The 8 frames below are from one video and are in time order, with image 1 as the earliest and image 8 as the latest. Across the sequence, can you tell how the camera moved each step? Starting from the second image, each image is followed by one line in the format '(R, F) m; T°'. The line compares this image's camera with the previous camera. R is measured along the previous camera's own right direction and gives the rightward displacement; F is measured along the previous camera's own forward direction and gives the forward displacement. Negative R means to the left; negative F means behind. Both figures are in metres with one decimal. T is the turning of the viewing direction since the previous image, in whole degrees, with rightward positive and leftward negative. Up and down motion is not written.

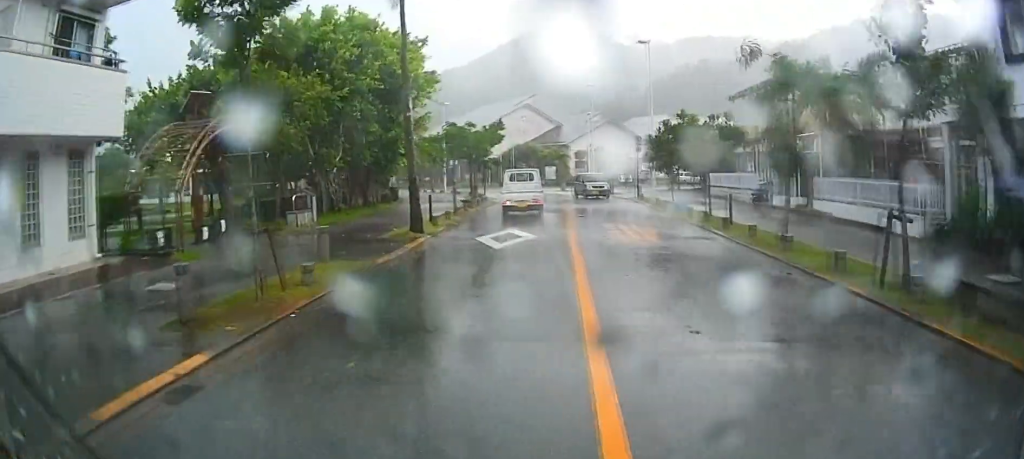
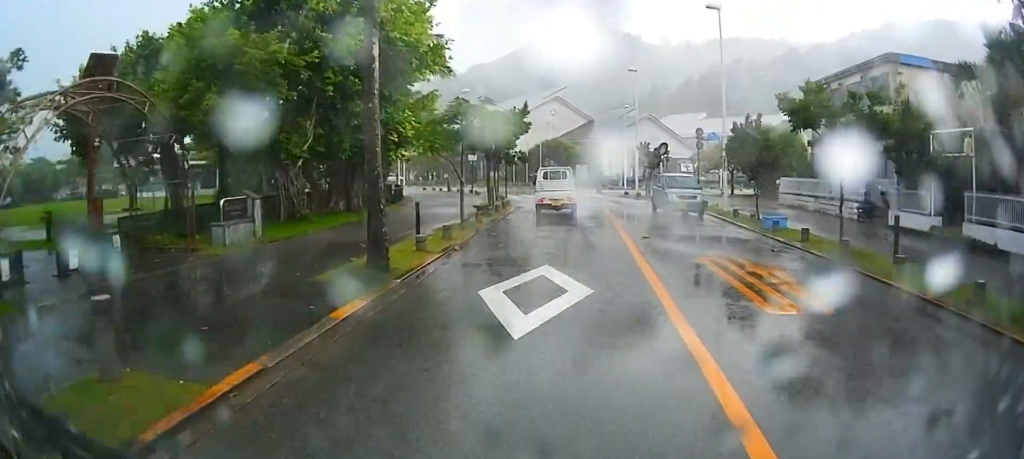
(+0.2, +7.0) m; -1°
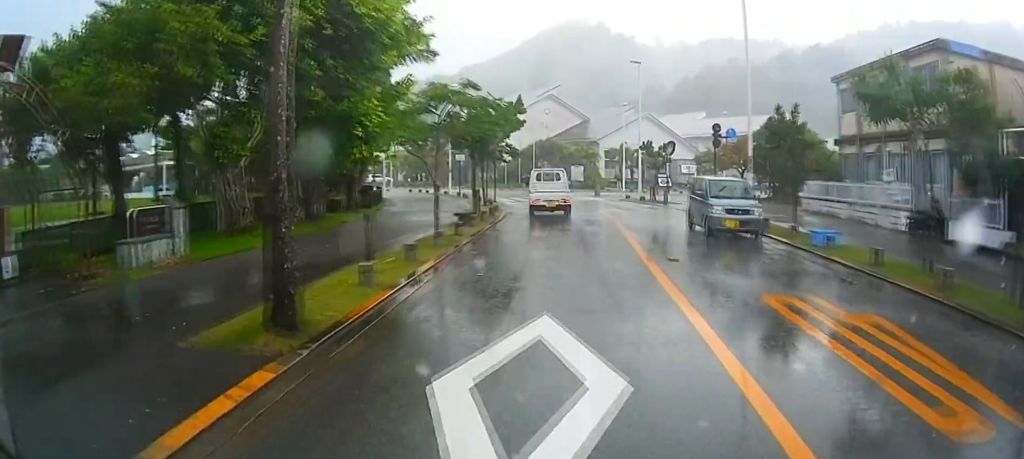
(-0.2, +3.6) m; -2°
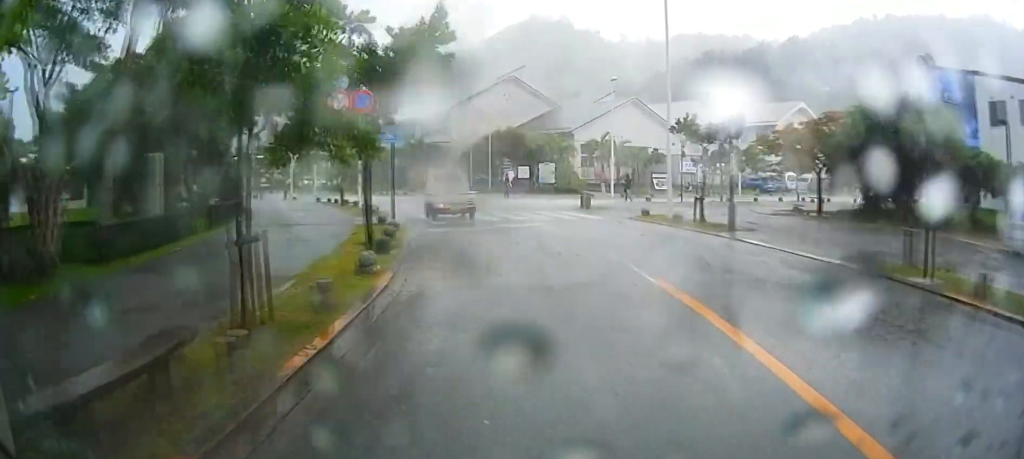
(+0.5, +16.2) m; +3°
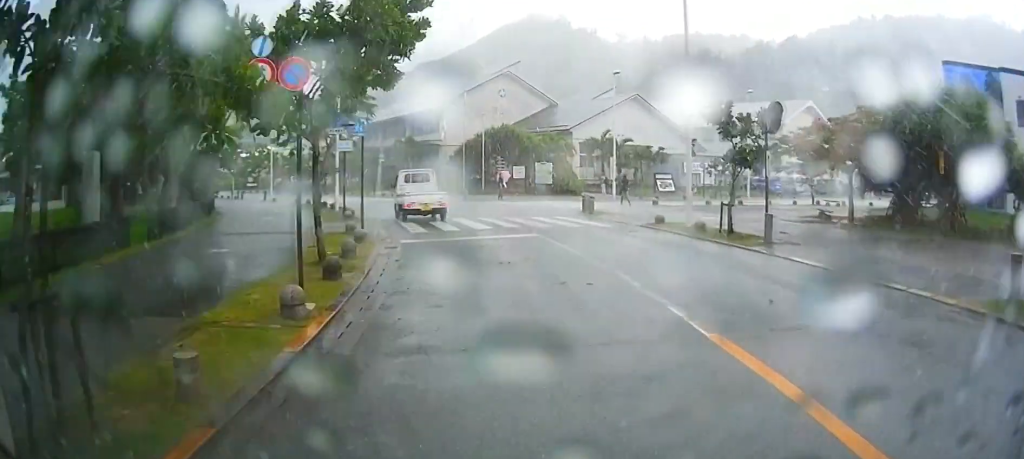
(+0.2, +3.1) m; 0°
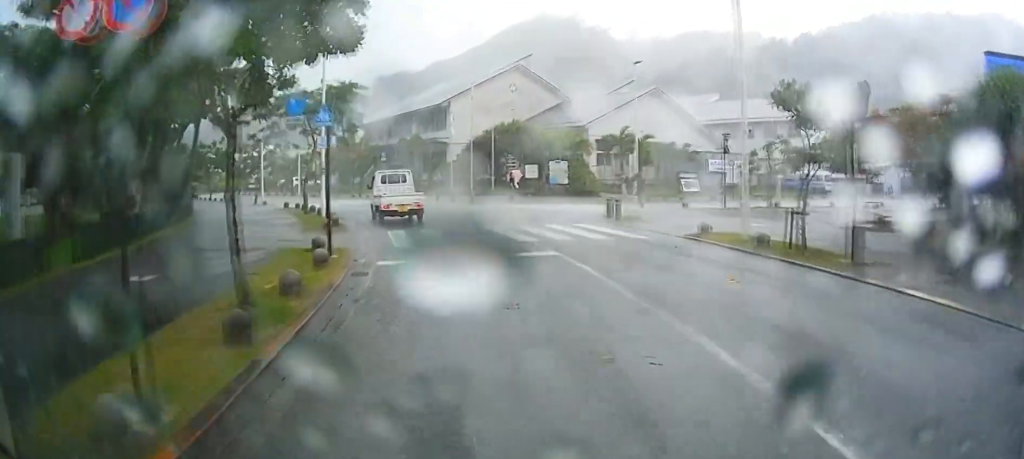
(-0.3, +3.6) m; -4°
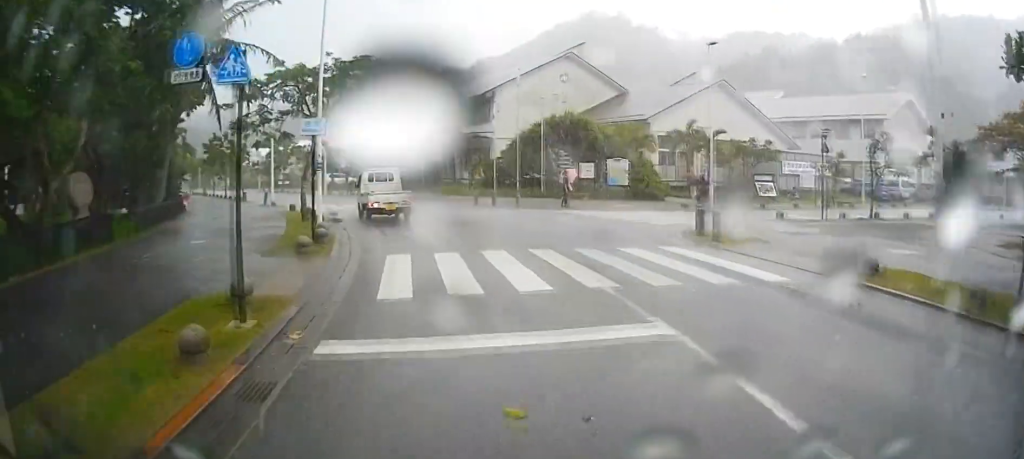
(-0.3, +5.7) m; -2°
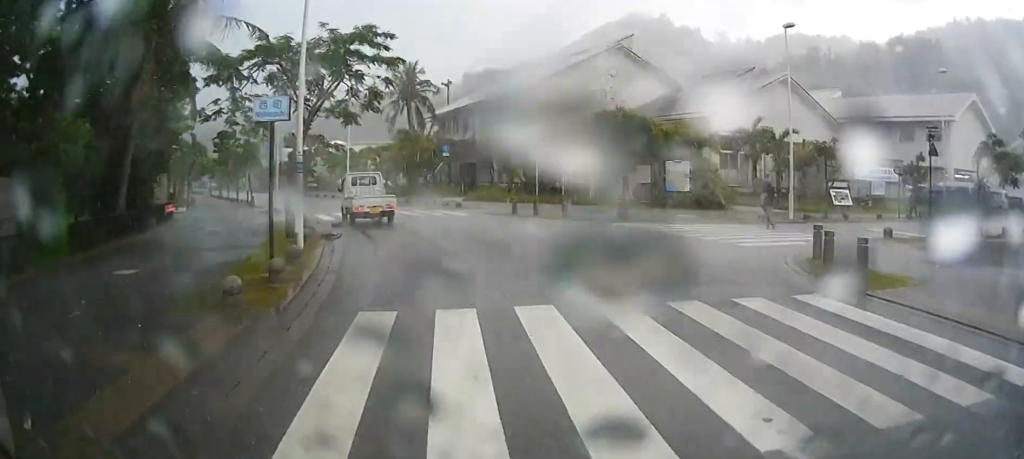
(0.0, +4.8) m; -1°
